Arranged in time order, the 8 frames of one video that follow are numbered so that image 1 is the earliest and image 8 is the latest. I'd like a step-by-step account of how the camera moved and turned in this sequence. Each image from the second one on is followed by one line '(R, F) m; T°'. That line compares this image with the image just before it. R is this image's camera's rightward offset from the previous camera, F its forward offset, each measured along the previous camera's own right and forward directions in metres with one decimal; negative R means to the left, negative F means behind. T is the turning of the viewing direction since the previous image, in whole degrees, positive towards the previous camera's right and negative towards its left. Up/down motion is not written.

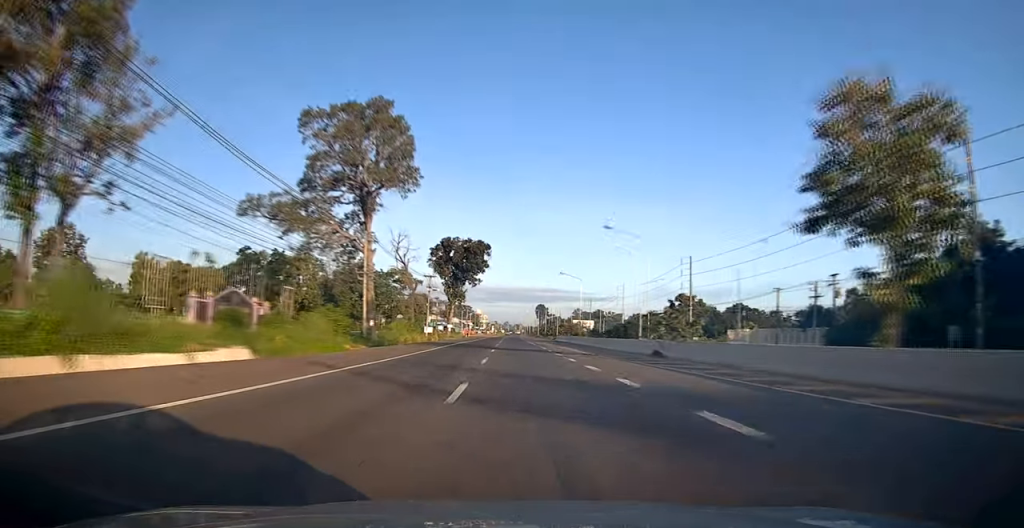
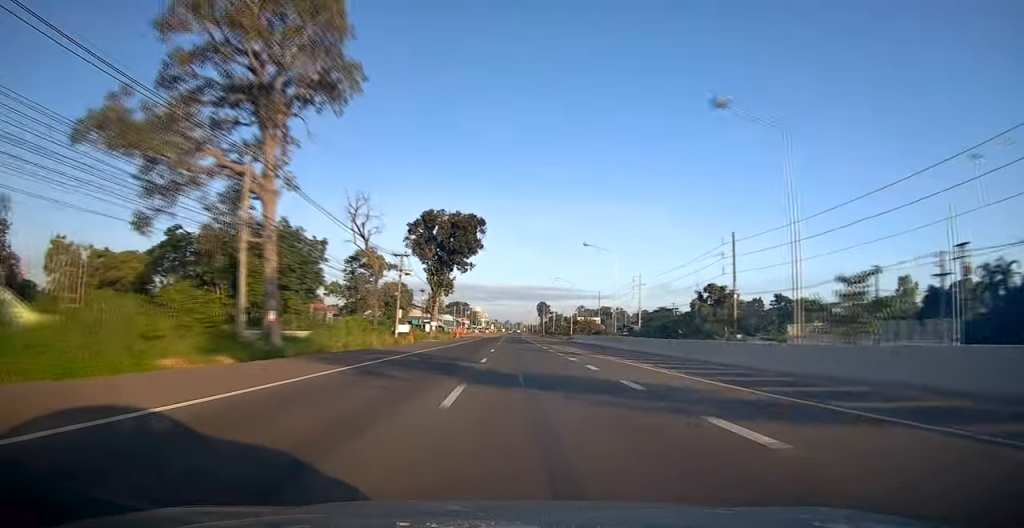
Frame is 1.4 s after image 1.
(0.0, +25.1) m; 0°
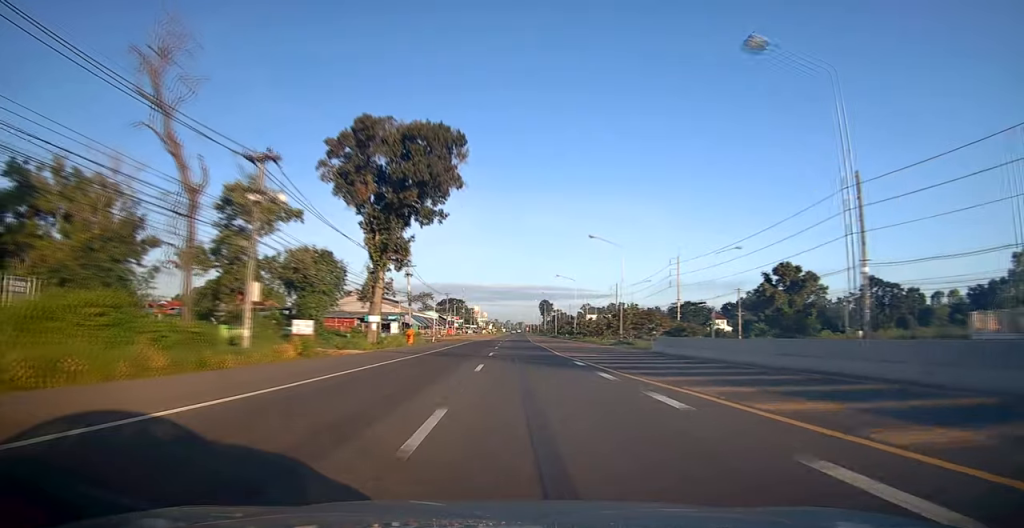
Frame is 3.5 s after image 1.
(-1.4, +39.3) m; -2°
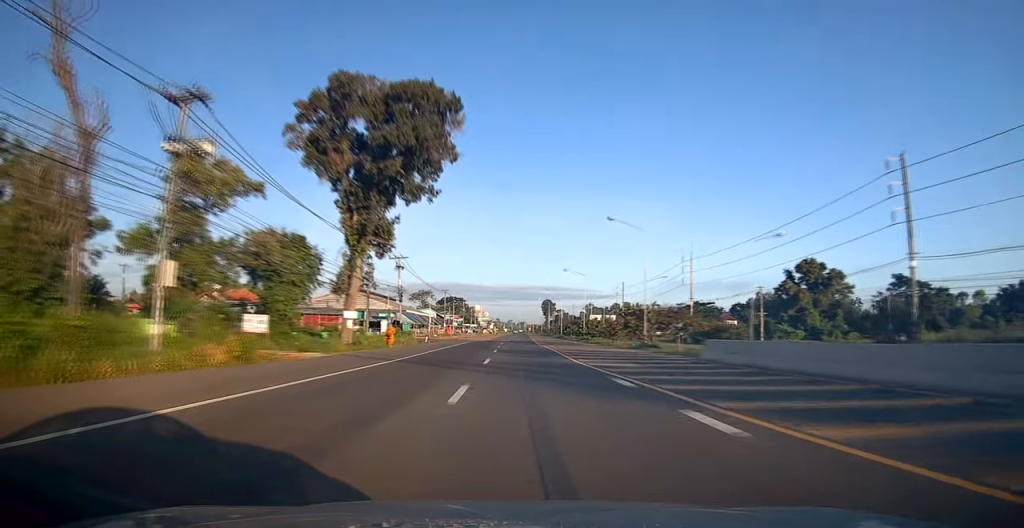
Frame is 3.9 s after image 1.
(+0.3, +8.2) m; +1°
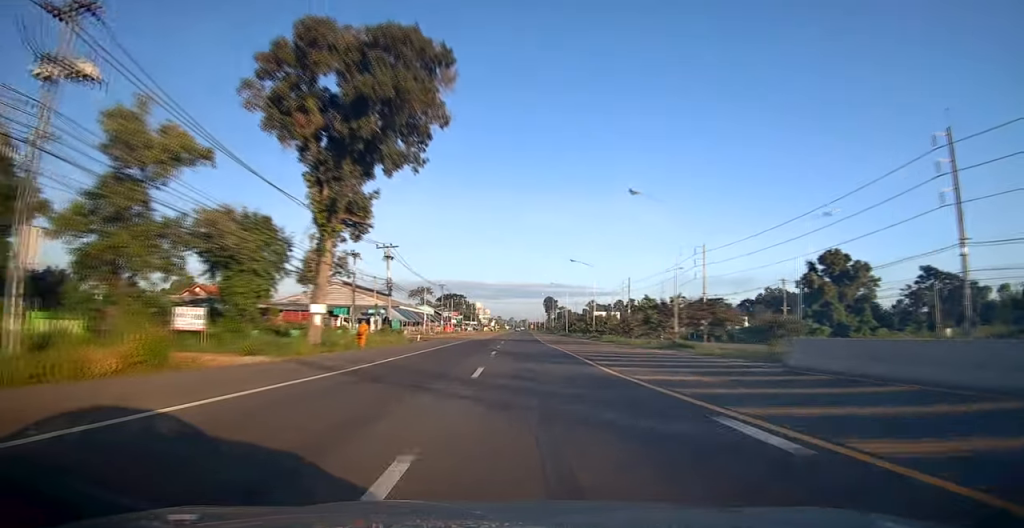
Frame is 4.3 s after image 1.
(+0.2, +7.4) m; +1°
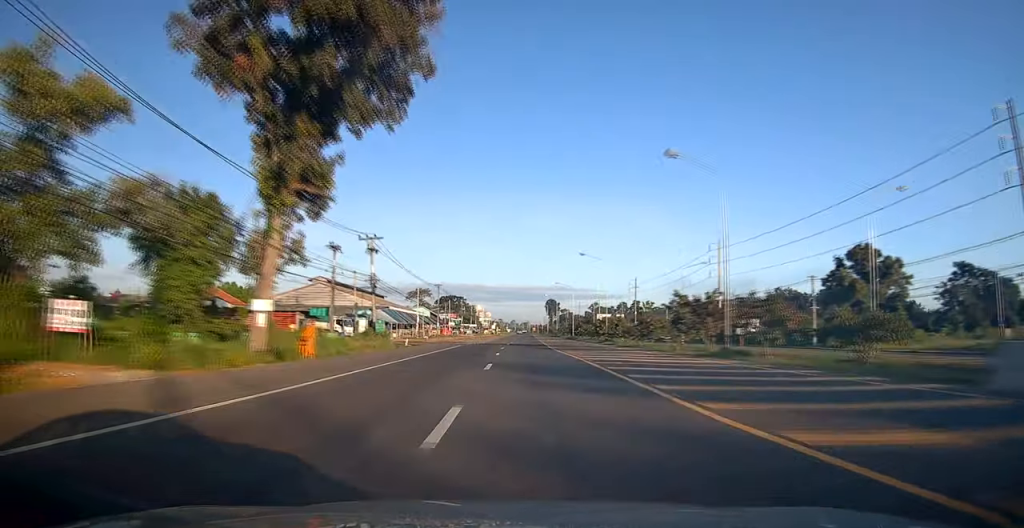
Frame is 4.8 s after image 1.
(0.0, +8.2) m; -1°
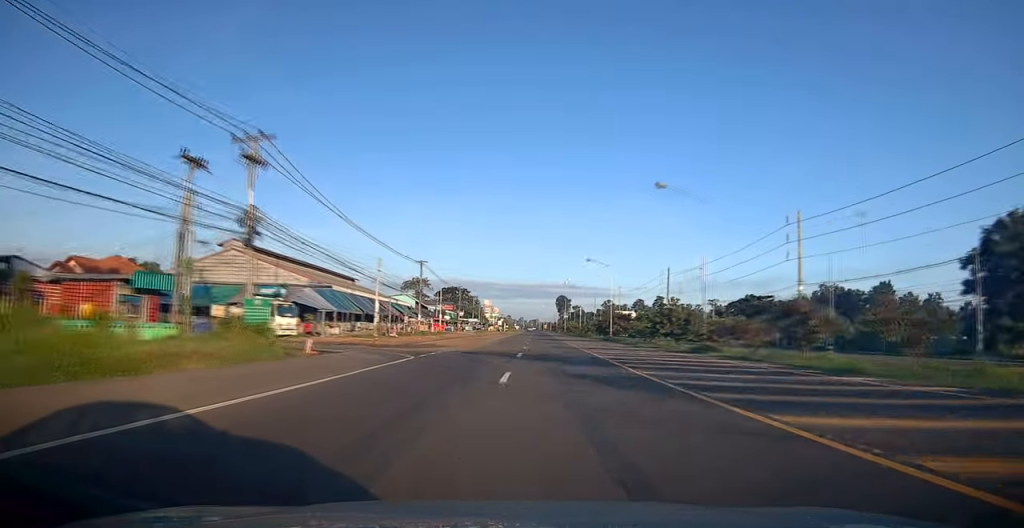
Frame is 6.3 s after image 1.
(-1.0, +29.0) m; -2°
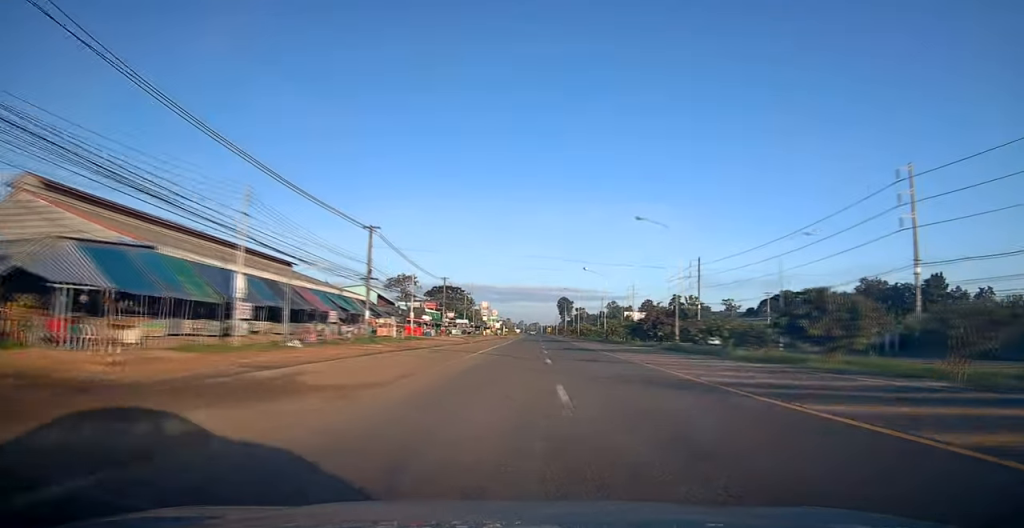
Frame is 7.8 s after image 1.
(+0.3, +26.7) m; 0°
